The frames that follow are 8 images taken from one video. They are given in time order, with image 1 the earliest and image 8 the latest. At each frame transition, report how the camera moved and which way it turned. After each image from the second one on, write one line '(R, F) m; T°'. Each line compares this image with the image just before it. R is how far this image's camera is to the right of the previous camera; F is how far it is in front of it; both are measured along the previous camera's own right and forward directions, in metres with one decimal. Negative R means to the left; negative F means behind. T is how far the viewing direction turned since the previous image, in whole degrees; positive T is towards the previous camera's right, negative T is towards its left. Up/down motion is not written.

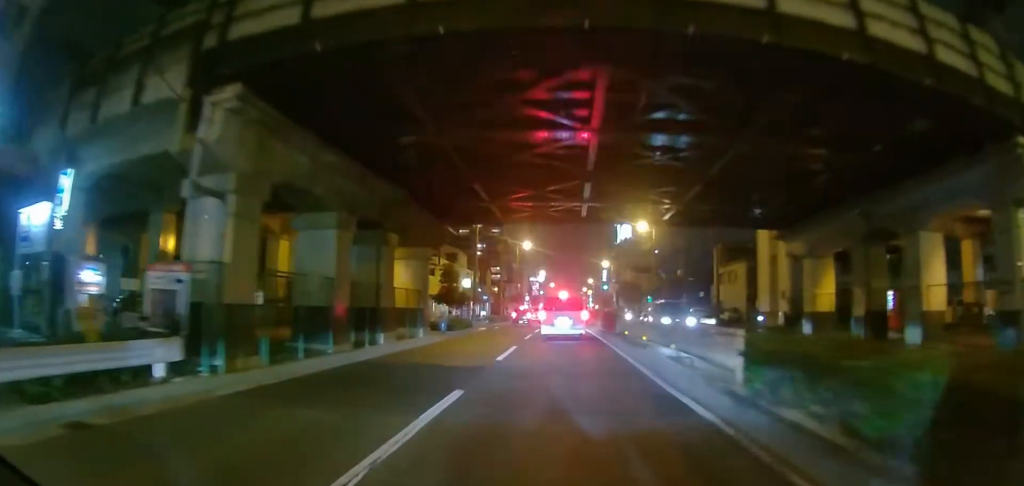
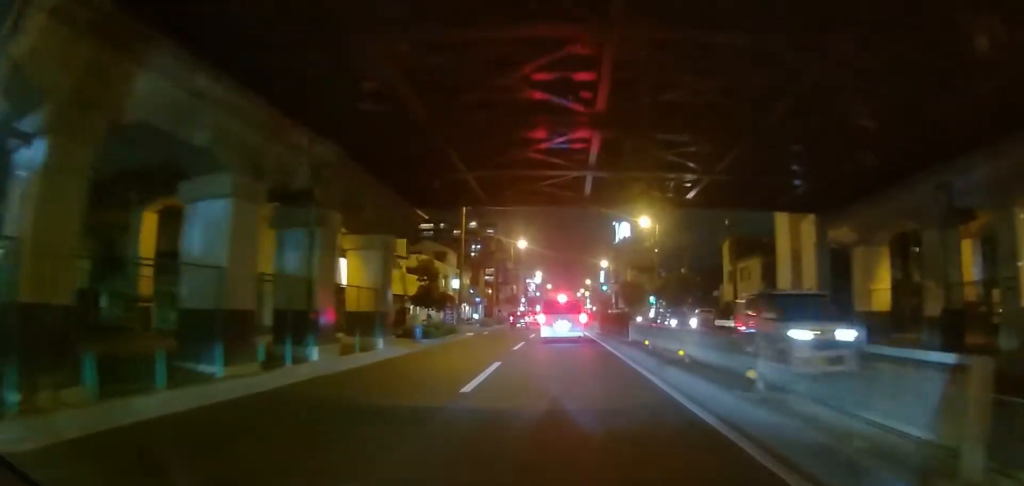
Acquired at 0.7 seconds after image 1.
(0.0, +4.4) m; 0°
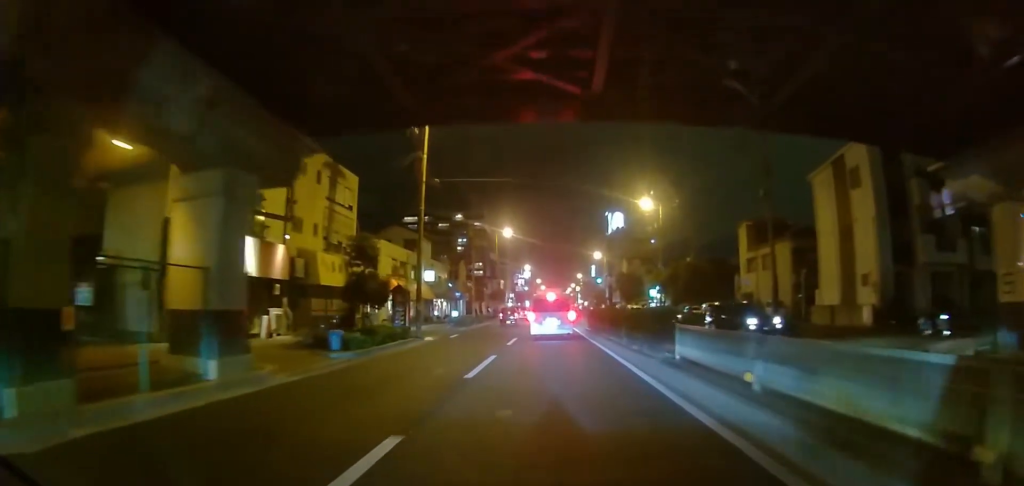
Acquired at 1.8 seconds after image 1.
(0.0, +7.6) m; 0°
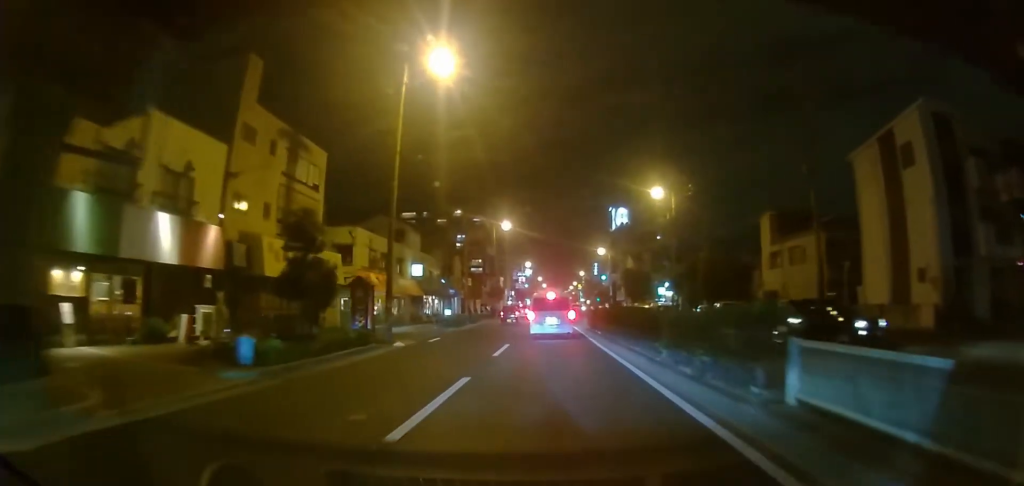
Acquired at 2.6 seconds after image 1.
(0.0, +4.6) m; 0°
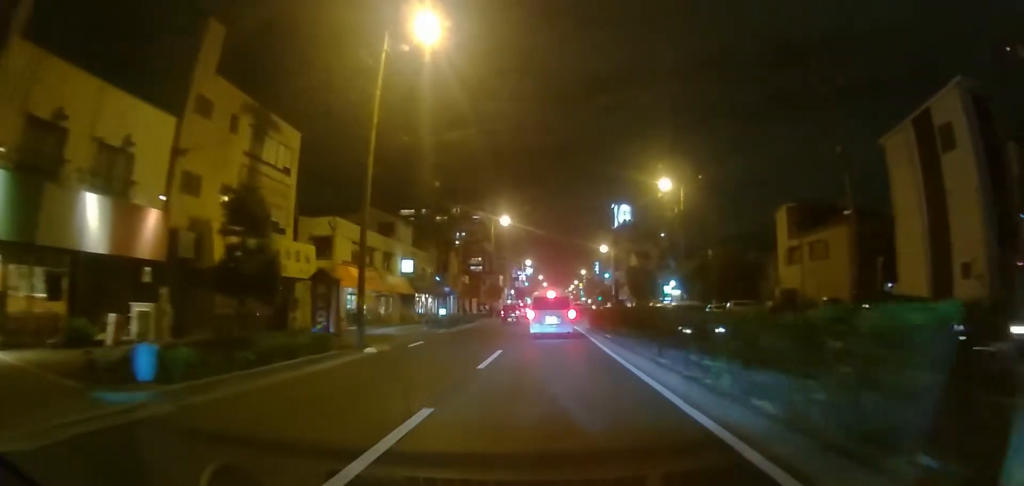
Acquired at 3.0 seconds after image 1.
(0.0, +2.9) m; 0°
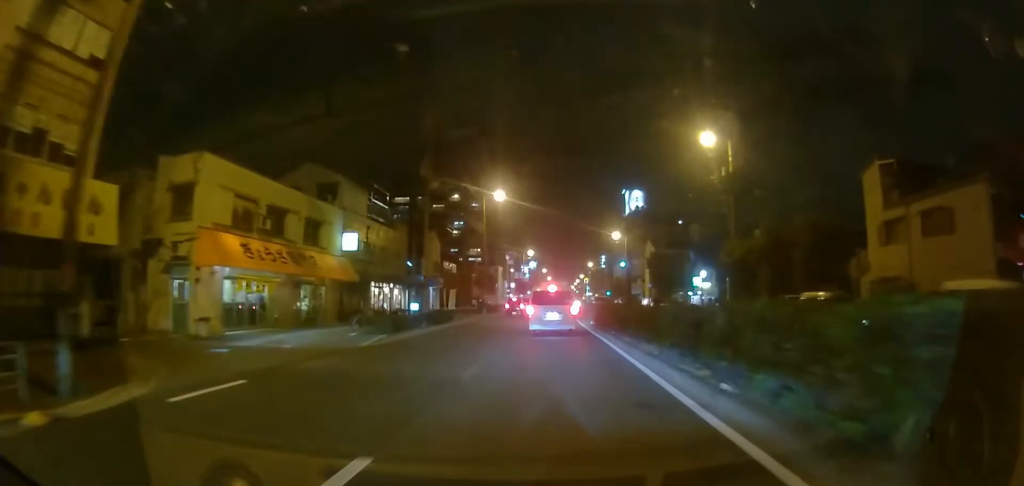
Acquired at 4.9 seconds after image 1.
(0.0, +12.1) m; +1°
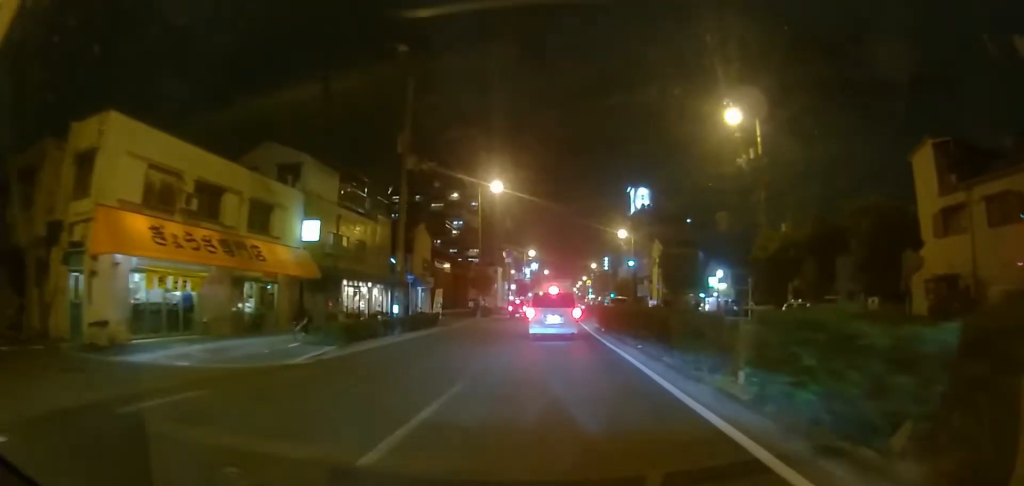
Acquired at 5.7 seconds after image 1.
(+0.1, +5.3) m; 0°
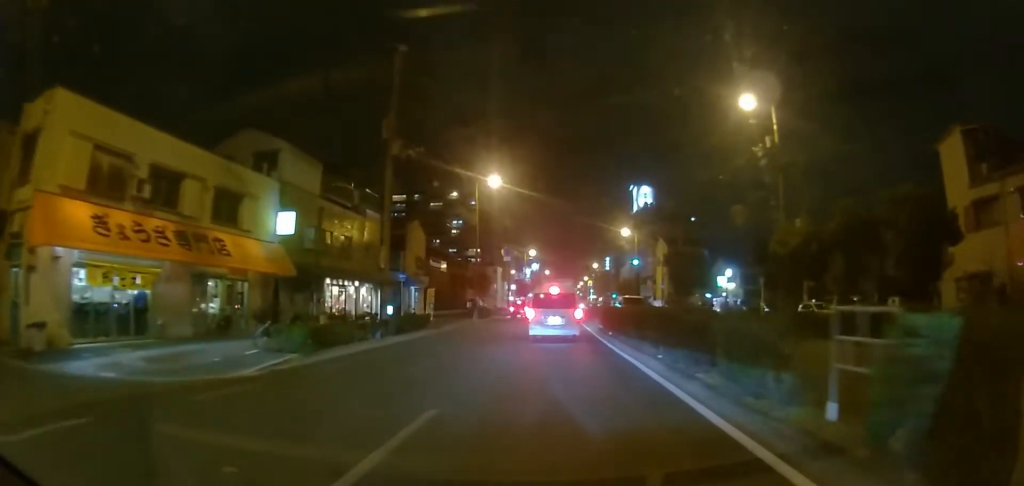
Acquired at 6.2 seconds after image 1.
(0.0, +2.5) m; 0°
